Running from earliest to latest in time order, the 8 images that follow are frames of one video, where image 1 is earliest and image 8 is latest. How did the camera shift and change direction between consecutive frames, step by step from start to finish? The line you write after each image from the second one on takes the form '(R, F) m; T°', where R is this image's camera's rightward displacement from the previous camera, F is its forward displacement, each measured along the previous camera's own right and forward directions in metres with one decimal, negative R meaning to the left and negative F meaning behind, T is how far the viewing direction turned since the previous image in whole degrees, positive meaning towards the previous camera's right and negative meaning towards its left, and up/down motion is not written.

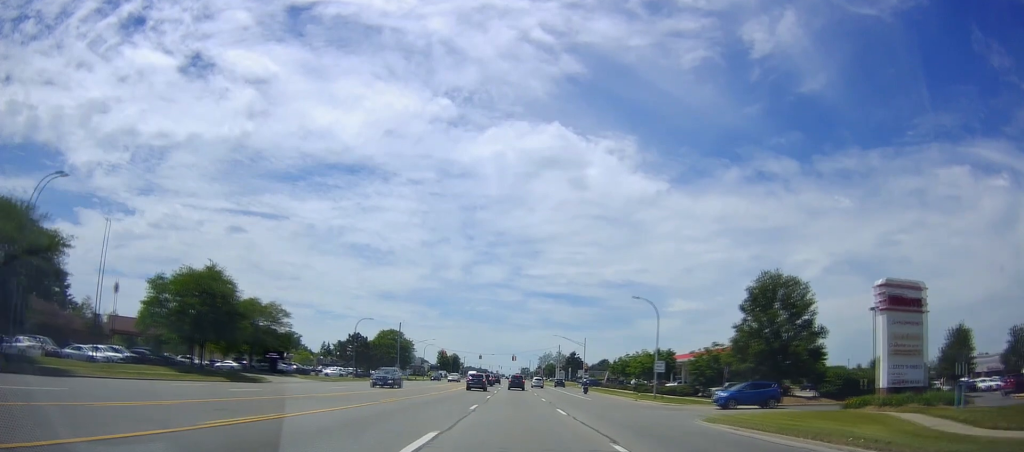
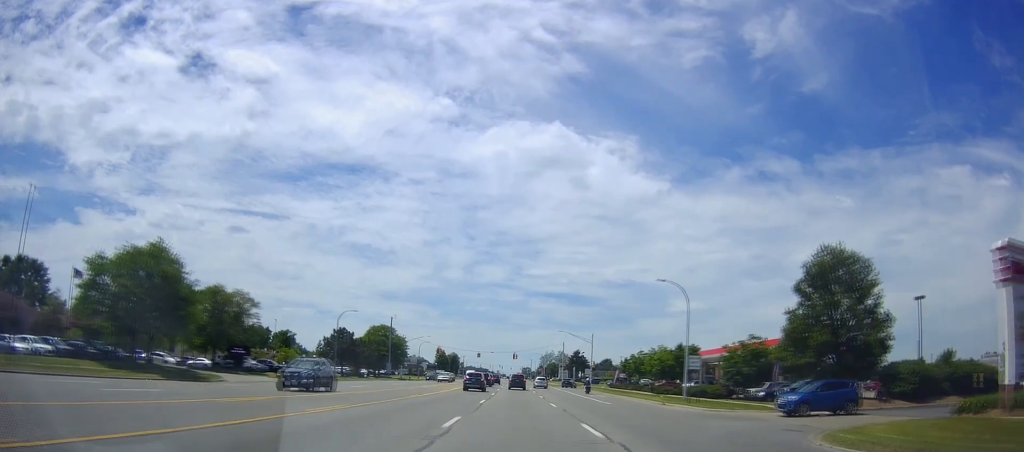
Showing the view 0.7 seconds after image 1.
(0.0, +9.6) m; 0°
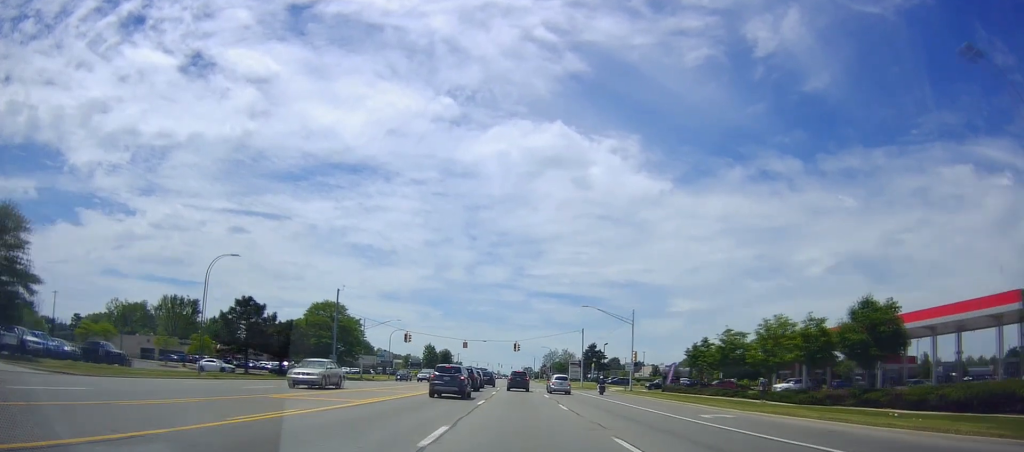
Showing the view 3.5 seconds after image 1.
(+0.7, +34.7) m; +2°
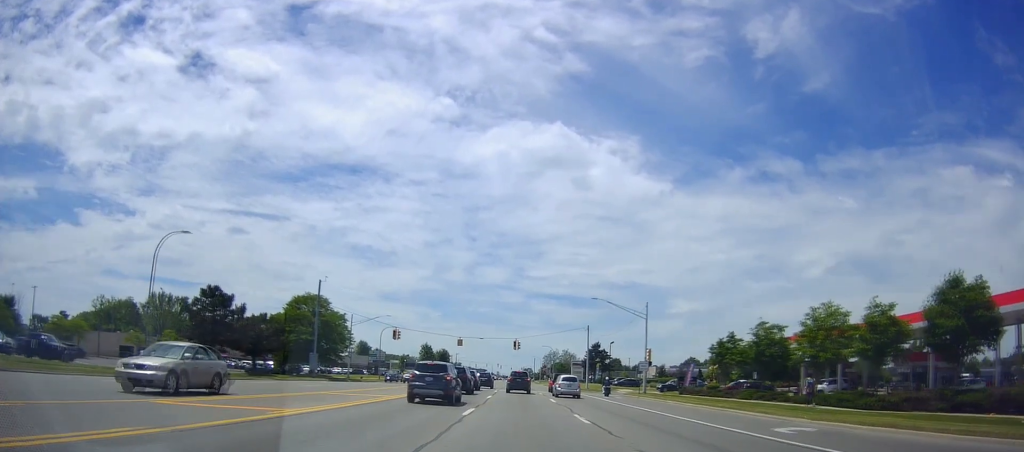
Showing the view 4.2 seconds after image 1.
(0.0, +7.6) m; 0°
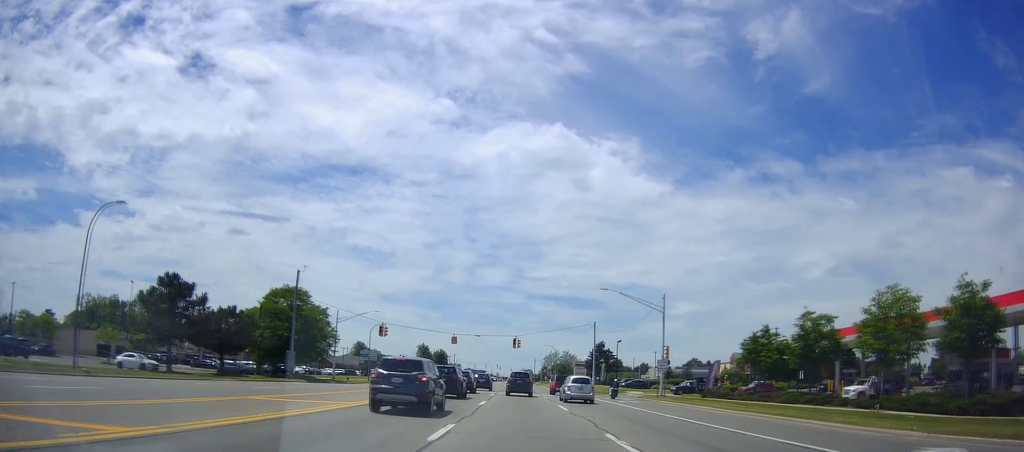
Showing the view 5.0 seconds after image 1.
(0.0, +7.5) m; -2°
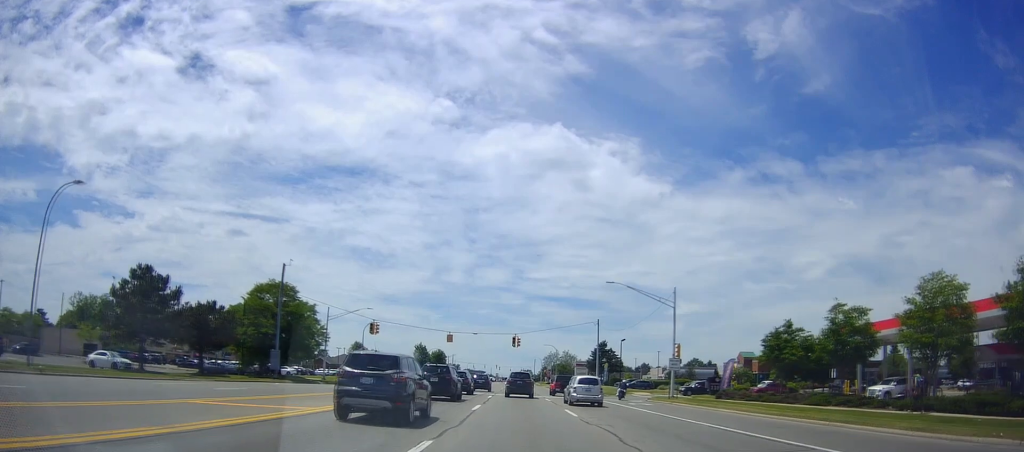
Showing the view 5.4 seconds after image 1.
(+0.1, +4.1) m; -1°
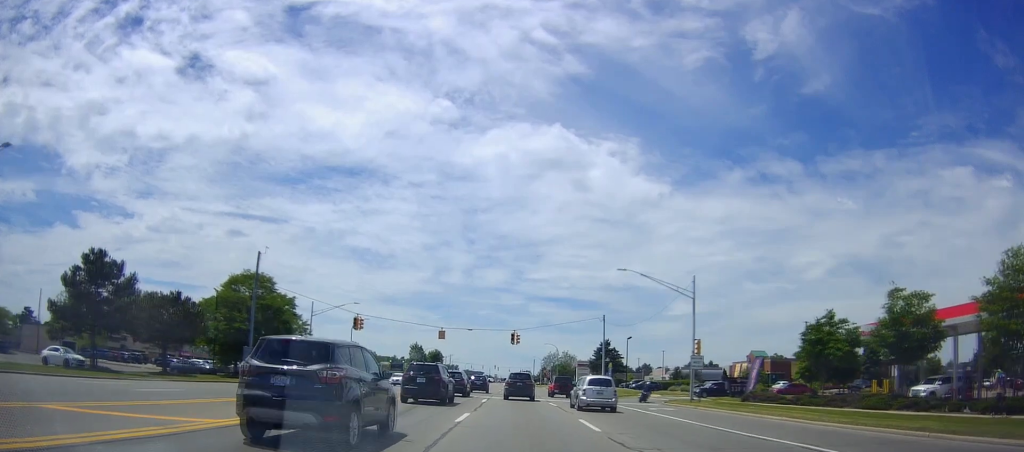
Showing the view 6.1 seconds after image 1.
(-0.3, +6.0) m; 0°
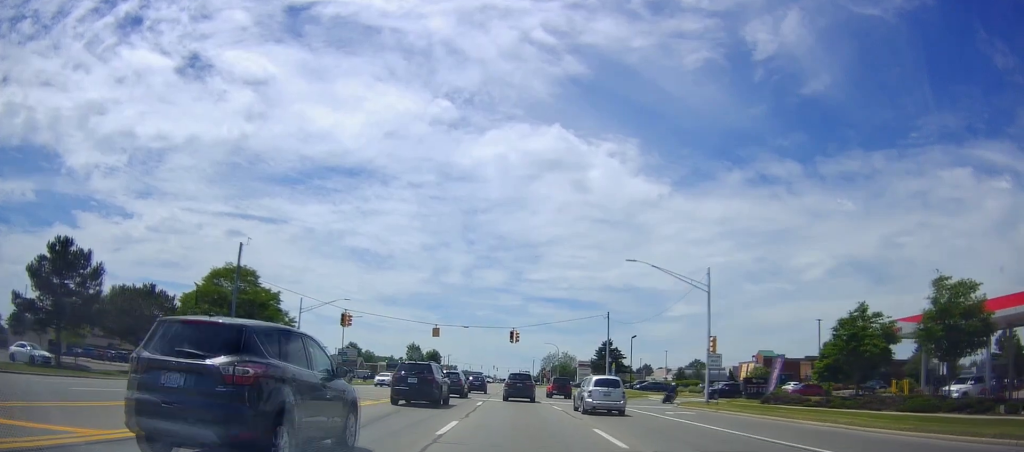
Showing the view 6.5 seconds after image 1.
(0.0, +3.9) m; +1°
